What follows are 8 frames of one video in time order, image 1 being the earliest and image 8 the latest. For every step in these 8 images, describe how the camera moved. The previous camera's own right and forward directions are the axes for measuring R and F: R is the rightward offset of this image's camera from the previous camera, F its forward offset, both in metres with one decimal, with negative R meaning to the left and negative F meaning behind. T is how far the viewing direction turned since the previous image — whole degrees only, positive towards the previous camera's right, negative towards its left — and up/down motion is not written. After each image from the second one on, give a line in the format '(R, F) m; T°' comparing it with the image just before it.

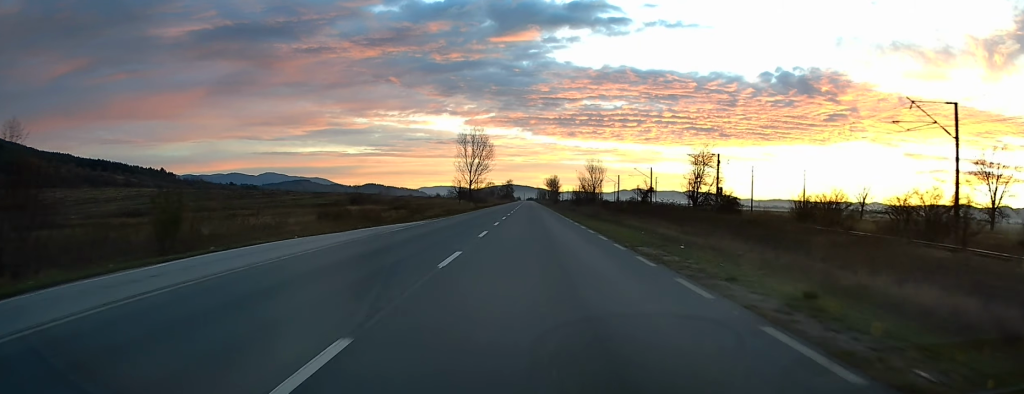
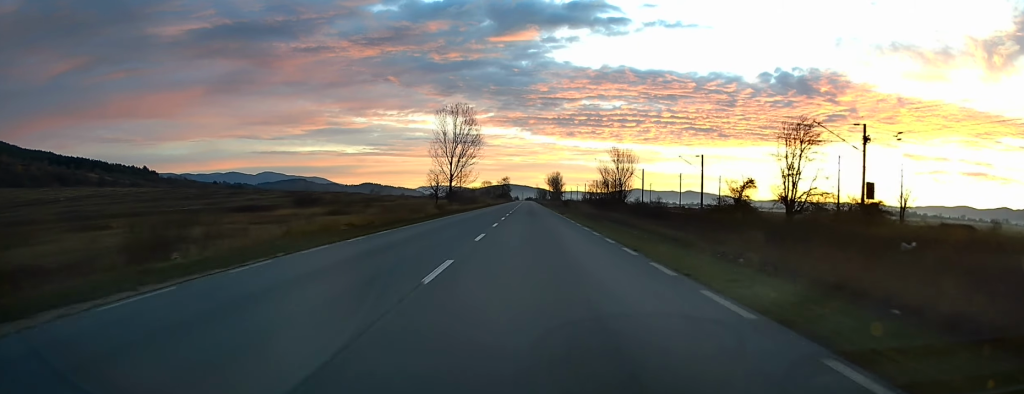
(+0.4, +38.0) m; +1°
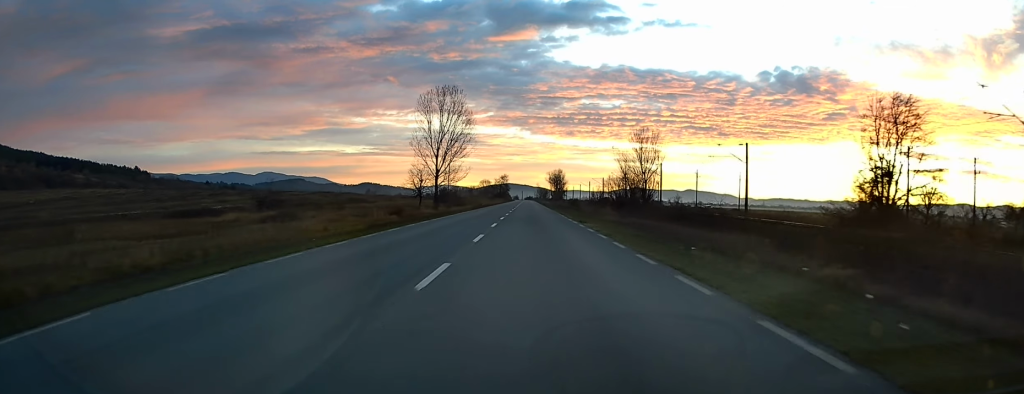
(0.0, +18.6) m; -1°
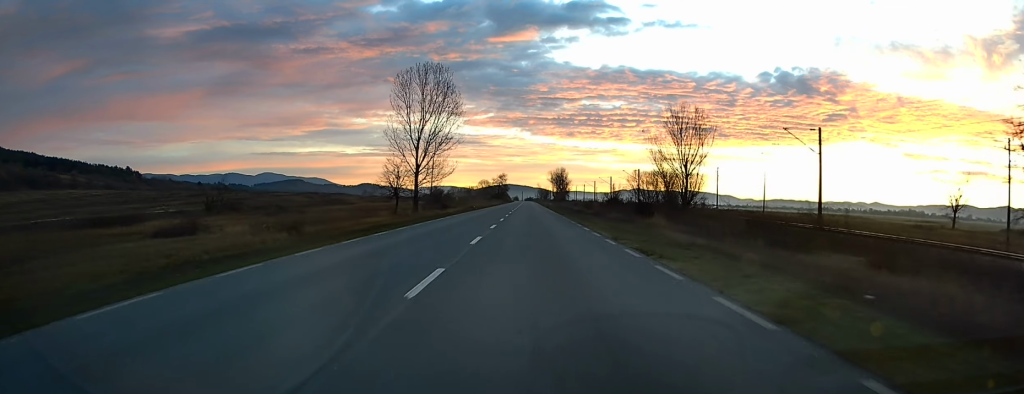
(-0.2, +18.6) m; 0°
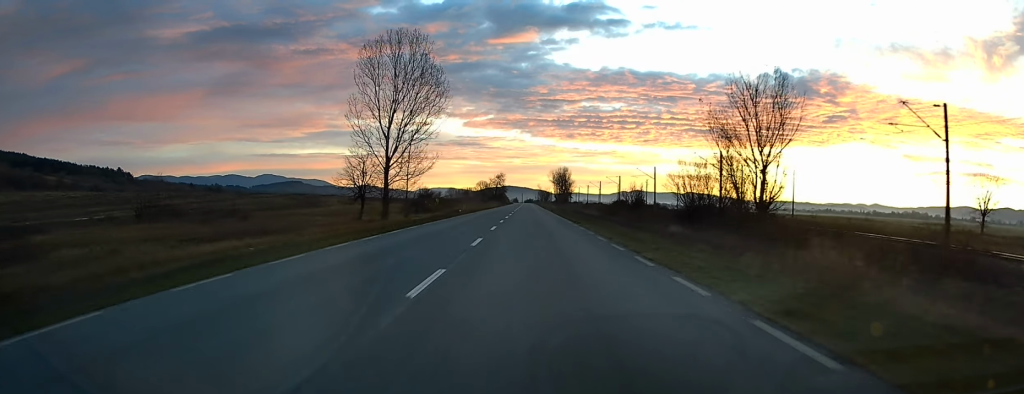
(0.0, +17.8) m; 0°
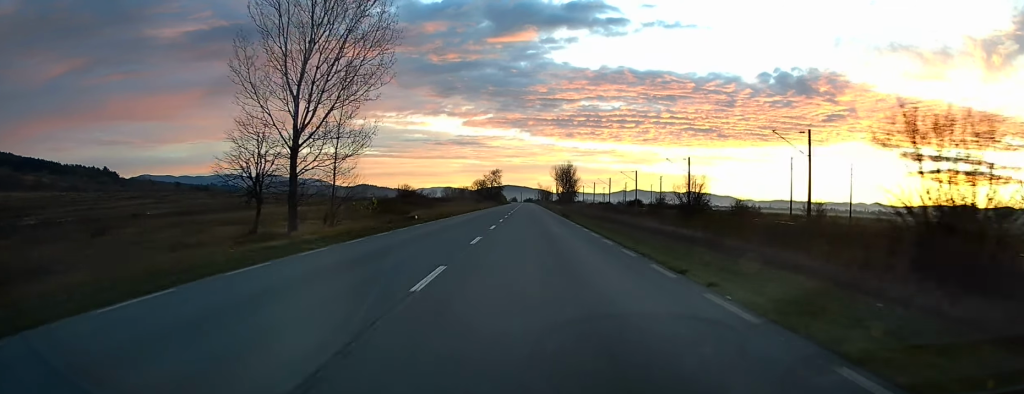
(+0.1, +26.4) m; 0°
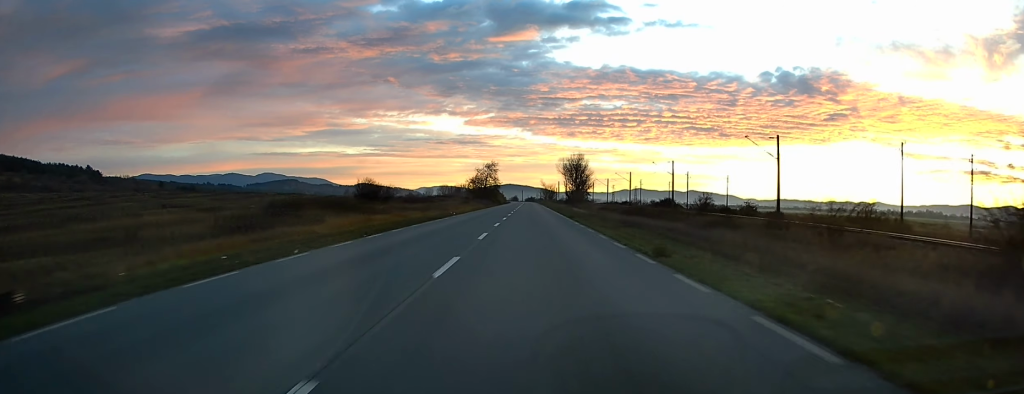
(0.0, +34.2) m; 0°
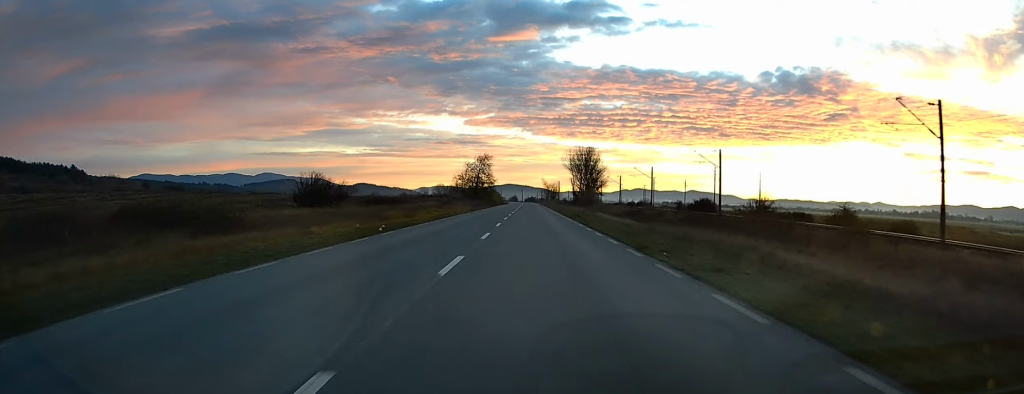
(-0.2, +26.6) m; 0°
